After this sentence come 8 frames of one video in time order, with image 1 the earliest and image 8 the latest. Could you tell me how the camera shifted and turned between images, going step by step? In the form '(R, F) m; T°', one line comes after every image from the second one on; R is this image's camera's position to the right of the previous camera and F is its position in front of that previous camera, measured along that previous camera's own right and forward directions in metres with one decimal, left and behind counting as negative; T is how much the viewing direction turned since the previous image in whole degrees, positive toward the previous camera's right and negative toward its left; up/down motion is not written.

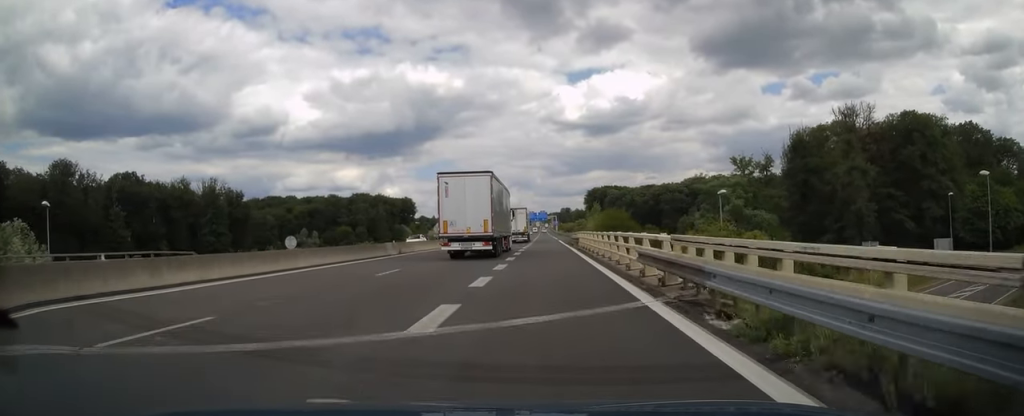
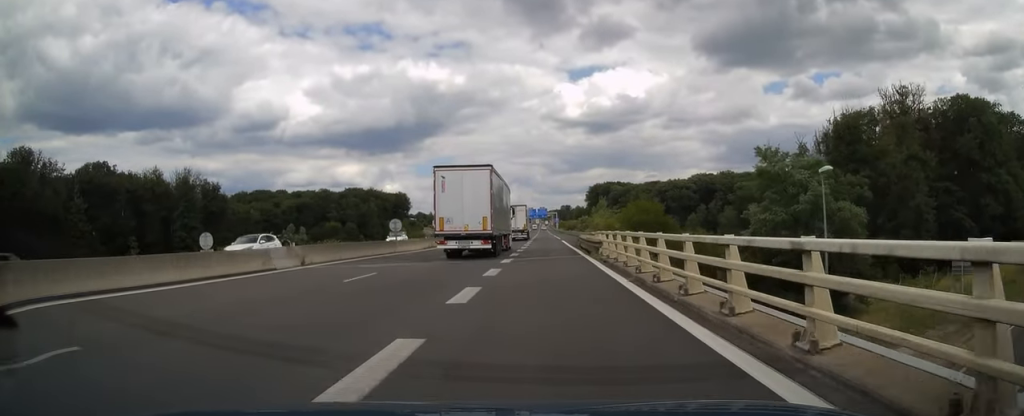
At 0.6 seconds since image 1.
(0.0, +16.4) m; 0°
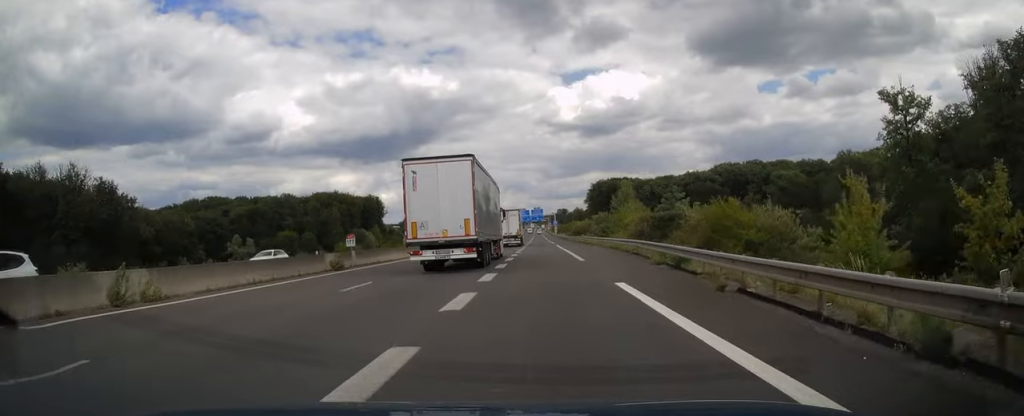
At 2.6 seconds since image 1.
(+0.2, +51.8) m; 0°
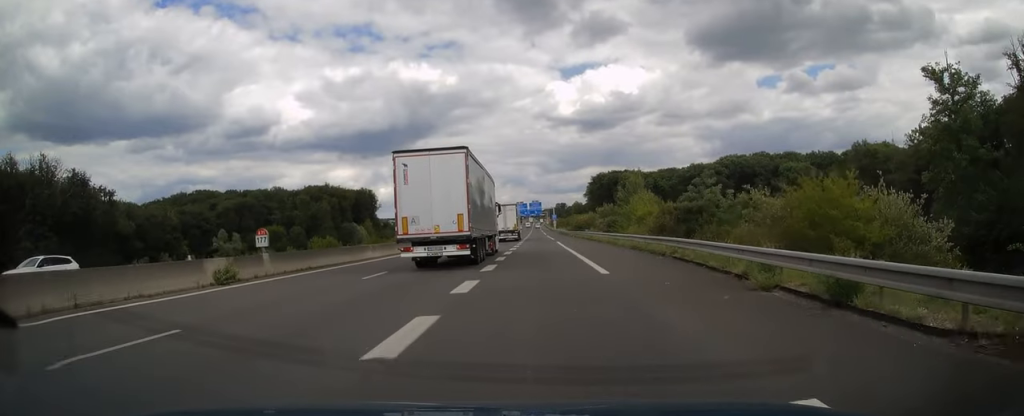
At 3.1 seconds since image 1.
(0.0, +10.6) m; 0°
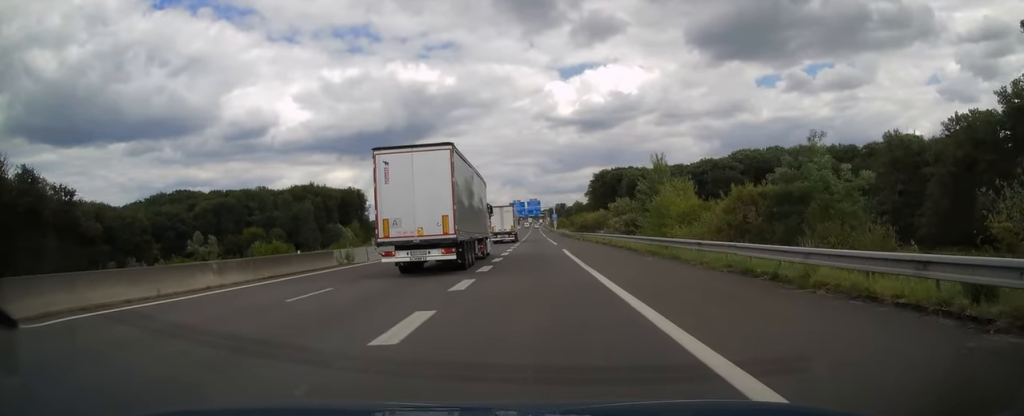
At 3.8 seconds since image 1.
(0.0, +18.3) m; 0°
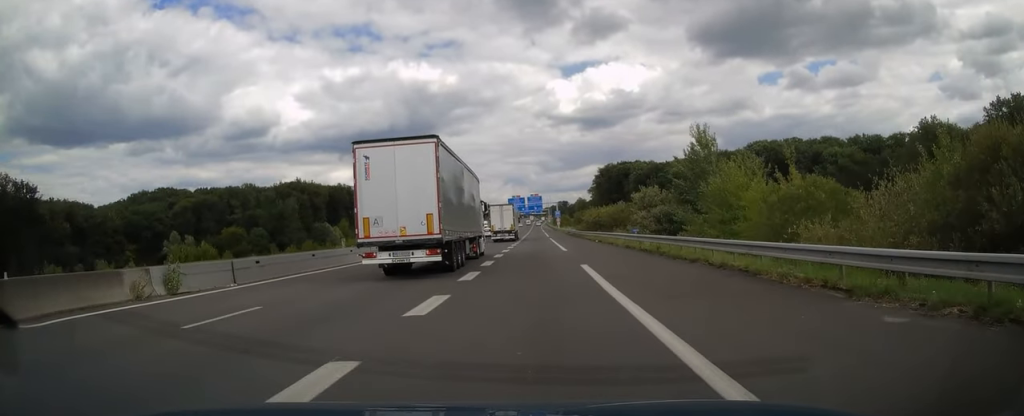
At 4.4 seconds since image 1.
(0.0, +17.0) m; 0°
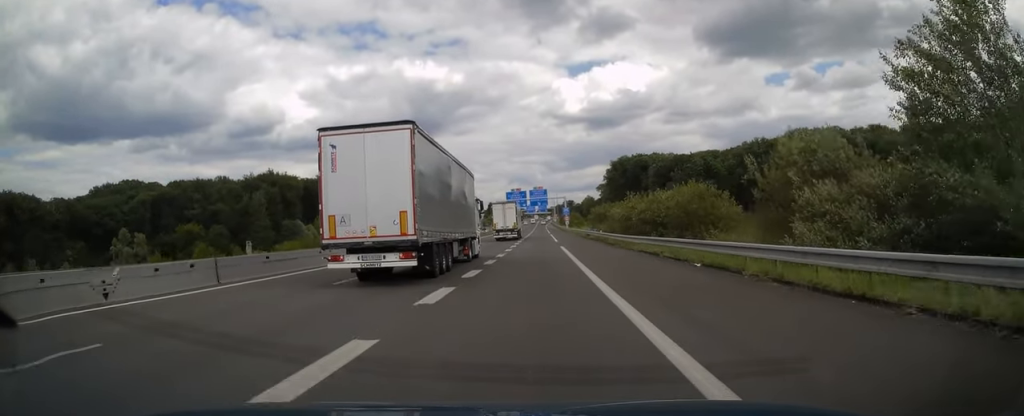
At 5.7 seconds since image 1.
(0.0, +31.4) m; 0°
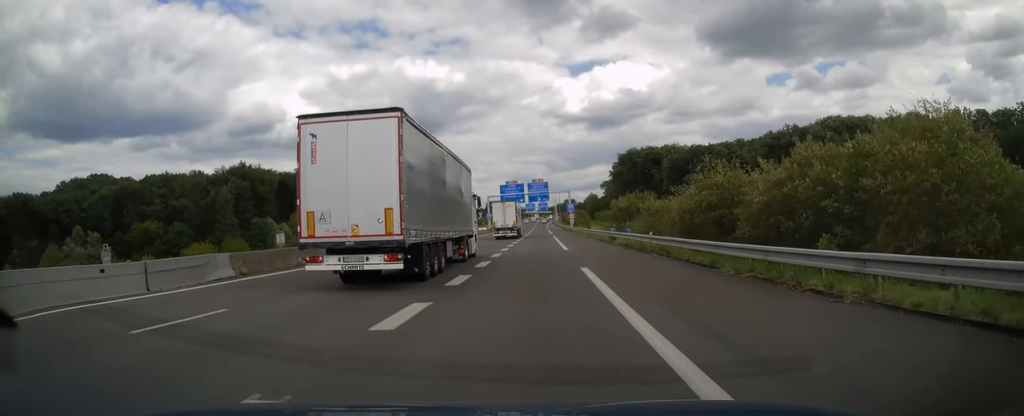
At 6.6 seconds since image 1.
(0.0, +22.2) m; -1°
